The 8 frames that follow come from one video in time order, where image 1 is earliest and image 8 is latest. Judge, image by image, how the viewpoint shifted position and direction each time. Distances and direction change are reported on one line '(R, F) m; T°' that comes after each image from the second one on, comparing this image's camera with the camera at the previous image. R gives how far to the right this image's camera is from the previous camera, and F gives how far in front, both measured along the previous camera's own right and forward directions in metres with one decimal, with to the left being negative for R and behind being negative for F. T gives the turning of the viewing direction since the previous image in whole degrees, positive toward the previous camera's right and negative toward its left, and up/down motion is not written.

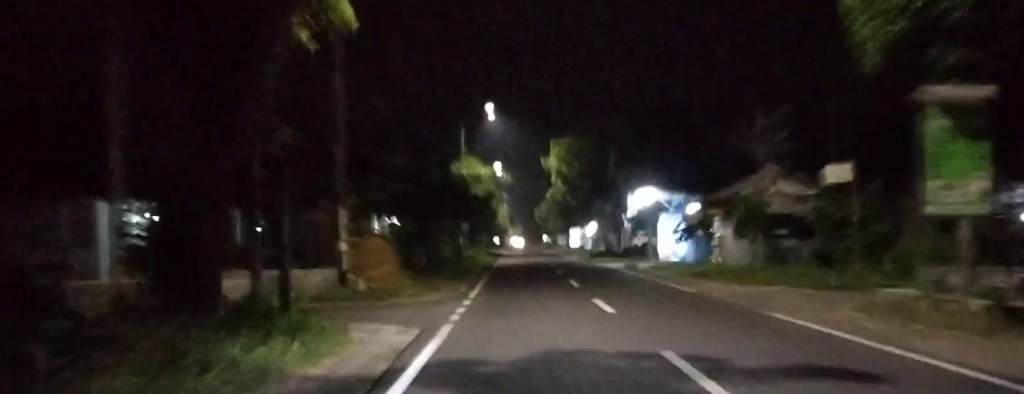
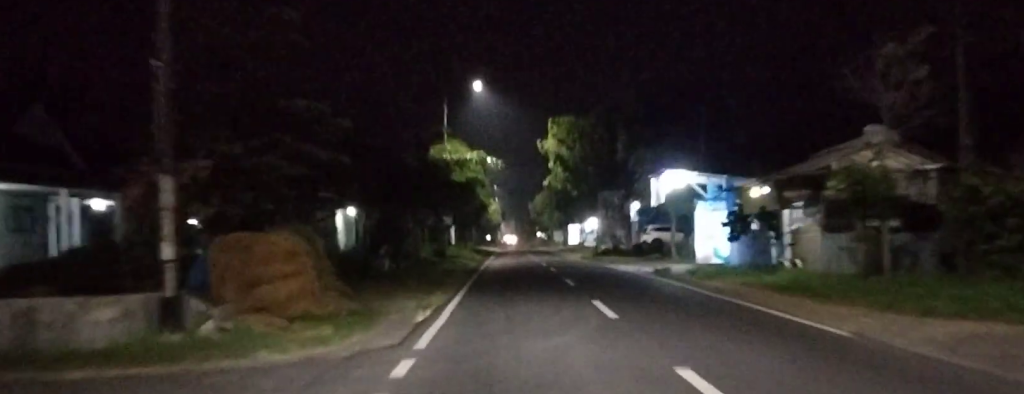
(0.0, +9.2) m; 0°
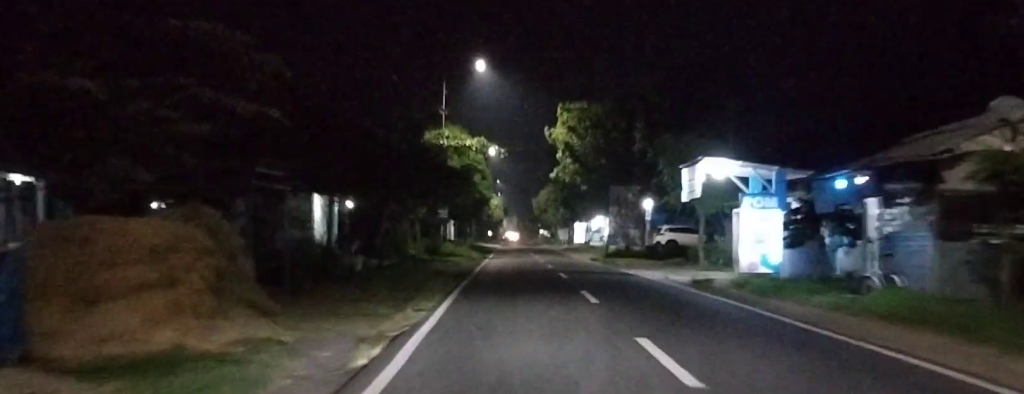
(0.0, +5.8) m; -1°
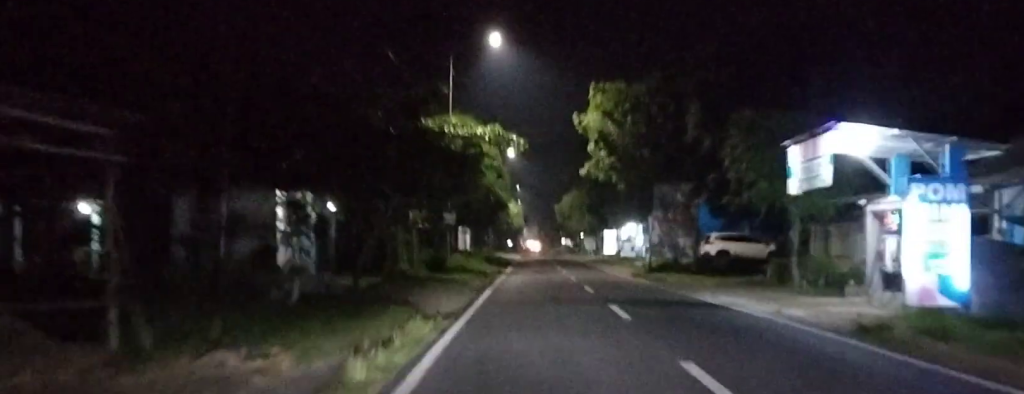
(0.0, +9.2) m; -2°
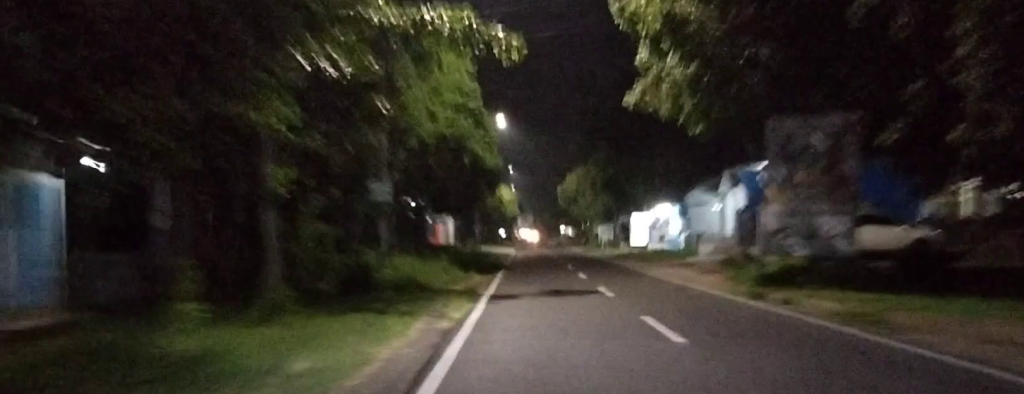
(-0.3, +19.0) m; 0°
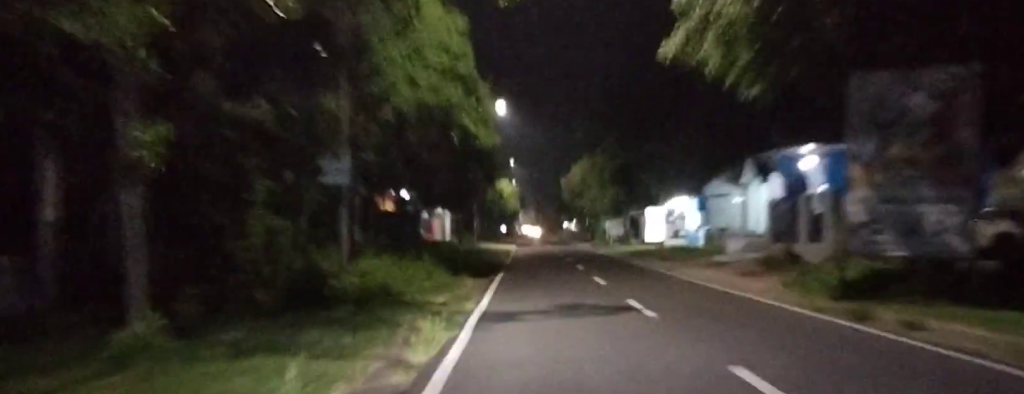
(0.0, +5.3) m; 0°
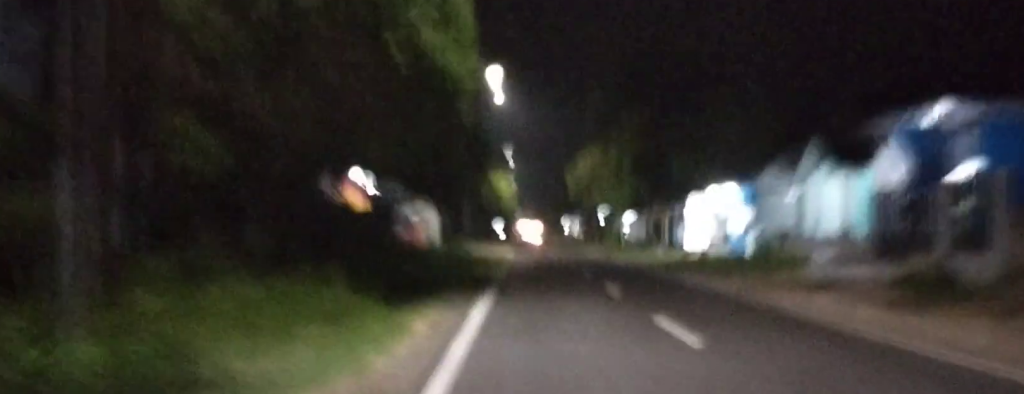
(-0.1, +10.5) m; 0°
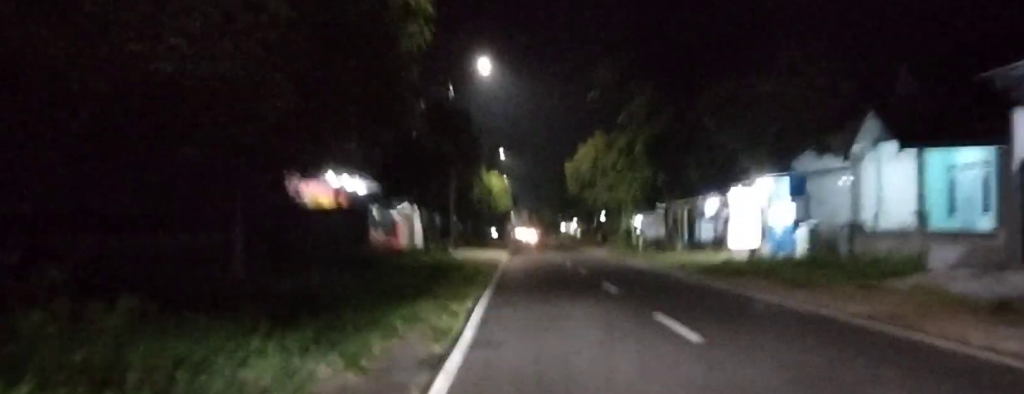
(0.0, +7.5) m; +2°
